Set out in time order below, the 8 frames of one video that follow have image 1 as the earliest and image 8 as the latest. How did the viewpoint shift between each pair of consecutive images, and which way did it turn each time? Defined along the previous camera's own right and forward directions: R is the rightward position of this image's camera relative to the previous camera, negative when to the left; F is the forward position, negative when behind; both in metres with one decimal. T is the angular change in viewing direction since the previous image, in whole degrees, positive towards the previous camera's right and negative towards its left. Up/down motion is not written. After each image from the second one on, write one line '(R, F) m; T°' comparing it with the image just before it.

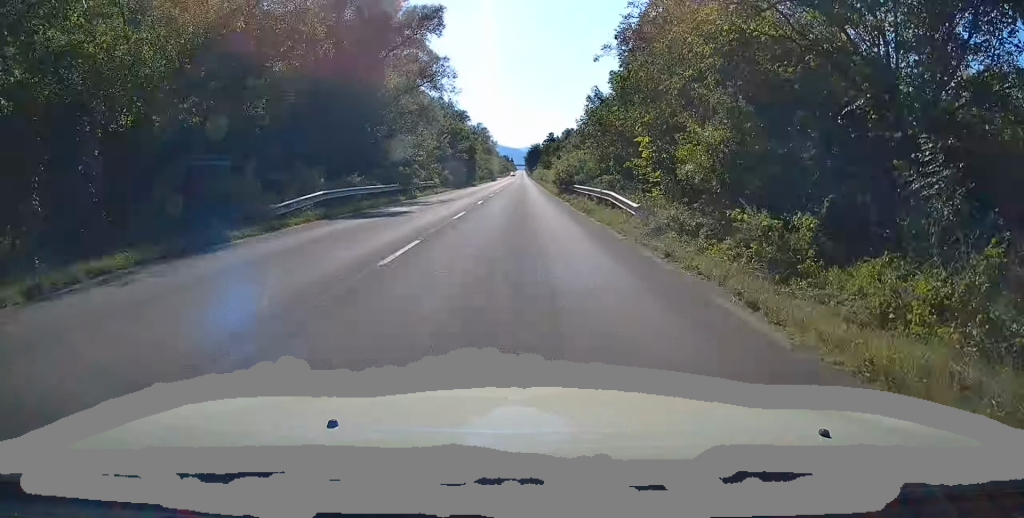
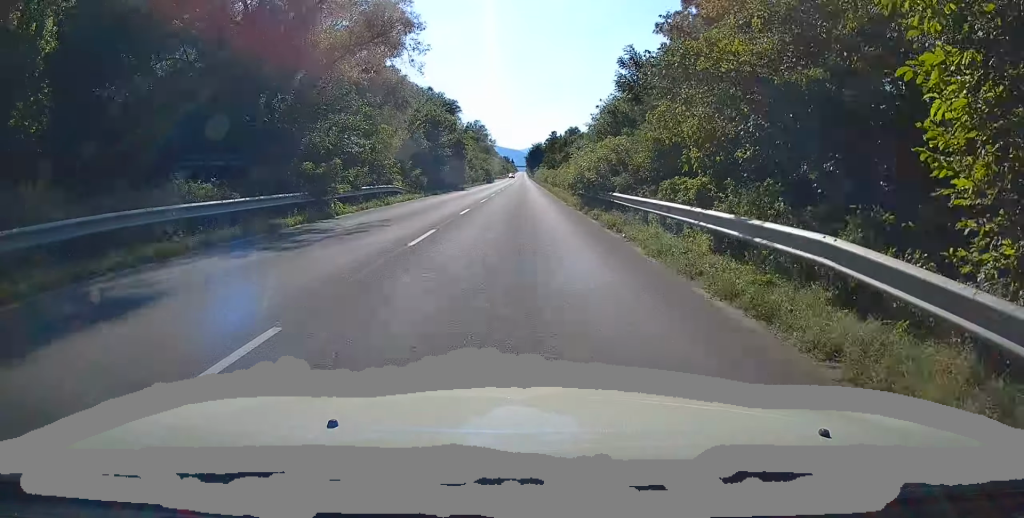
(0.0, +15.6) m; +1°
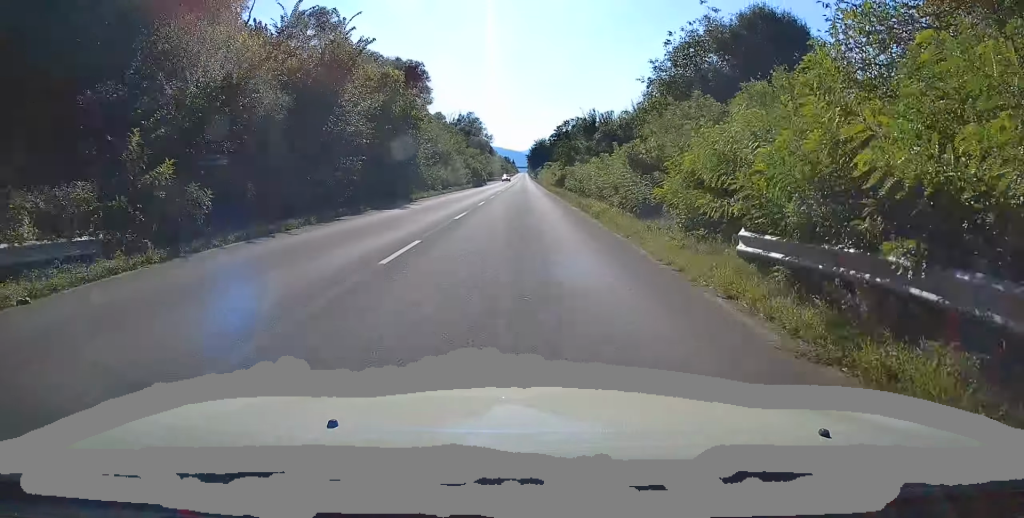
(+0.4, +28.9) m; 0°
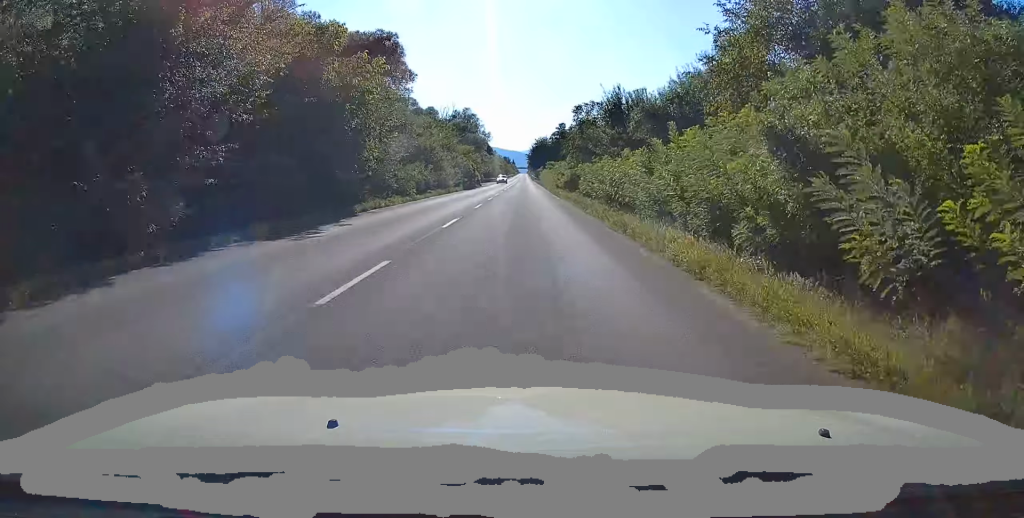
(-0.2, +11.8) m; 0°
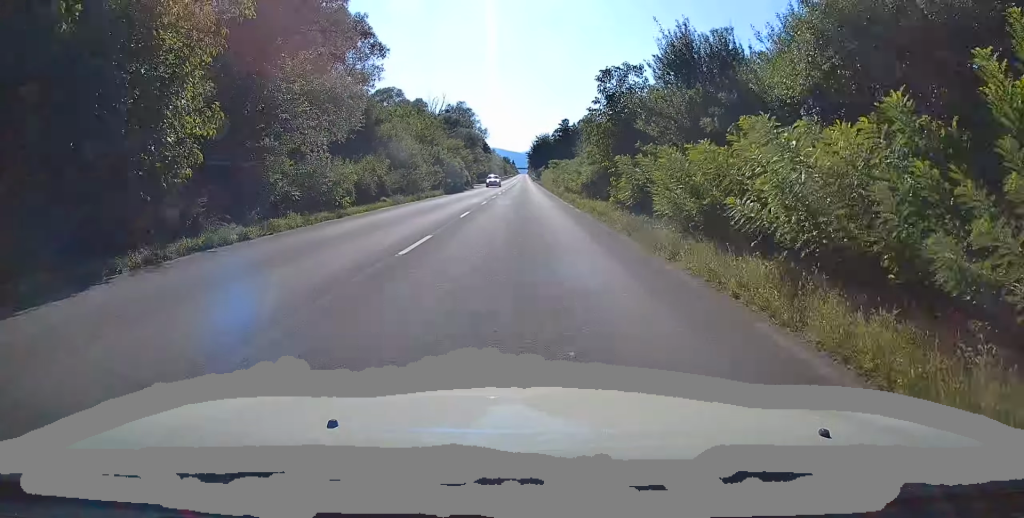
(-0.1, +14.2) m; 0°
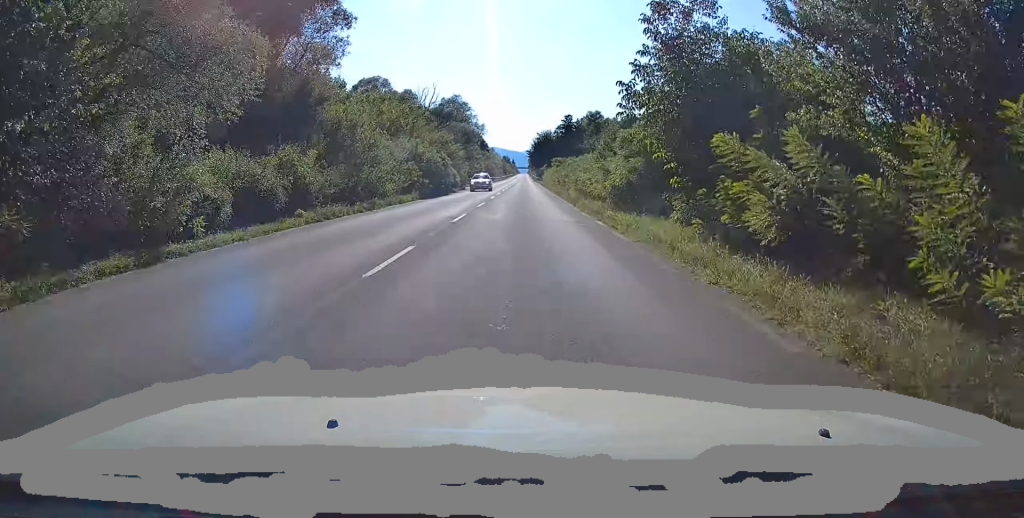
(+0.2, +11.1) m; 0°
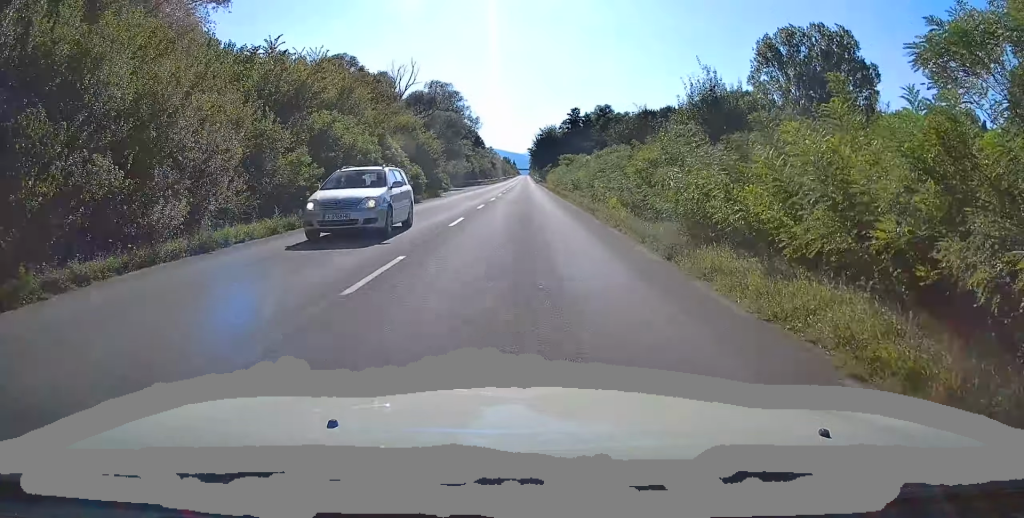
(-0.1, +19.0) m; -1°
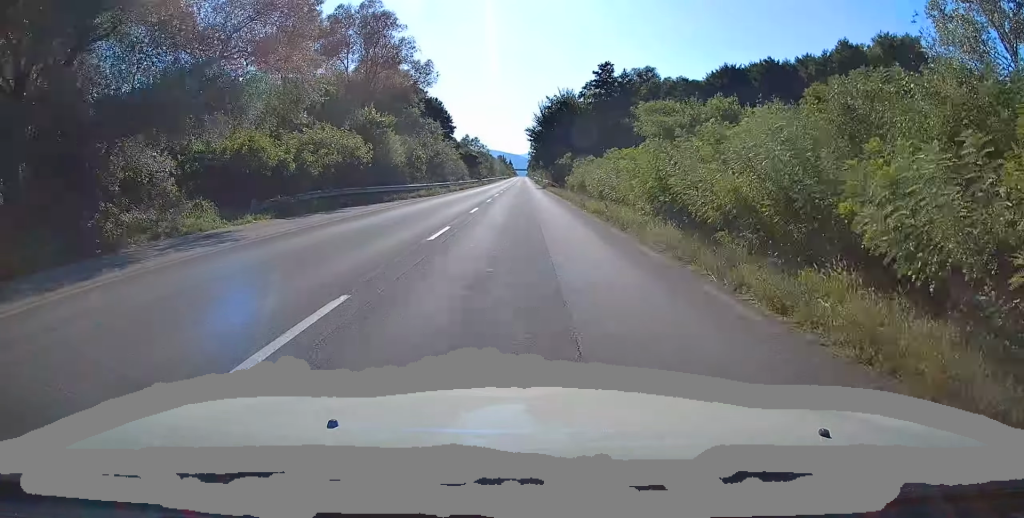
(+0.4, +57.2) m; +1°
